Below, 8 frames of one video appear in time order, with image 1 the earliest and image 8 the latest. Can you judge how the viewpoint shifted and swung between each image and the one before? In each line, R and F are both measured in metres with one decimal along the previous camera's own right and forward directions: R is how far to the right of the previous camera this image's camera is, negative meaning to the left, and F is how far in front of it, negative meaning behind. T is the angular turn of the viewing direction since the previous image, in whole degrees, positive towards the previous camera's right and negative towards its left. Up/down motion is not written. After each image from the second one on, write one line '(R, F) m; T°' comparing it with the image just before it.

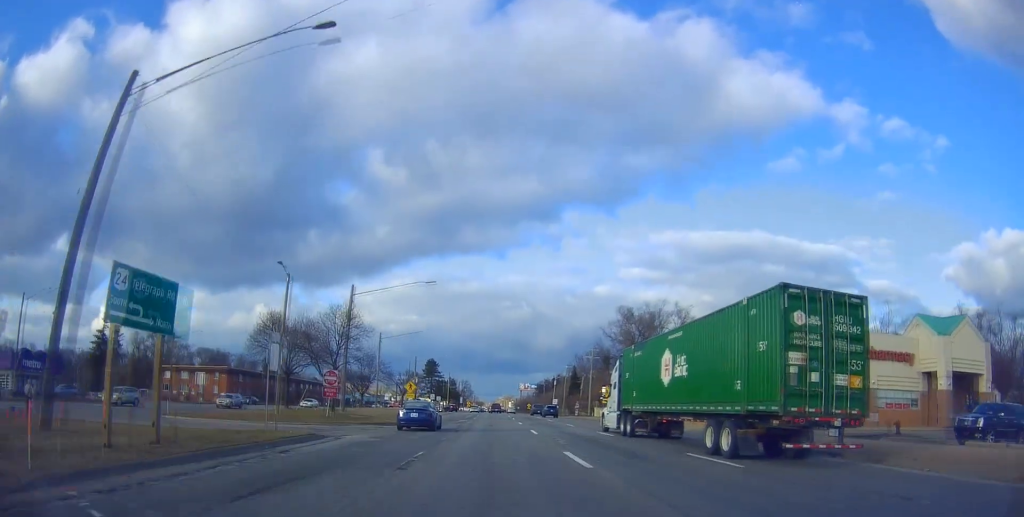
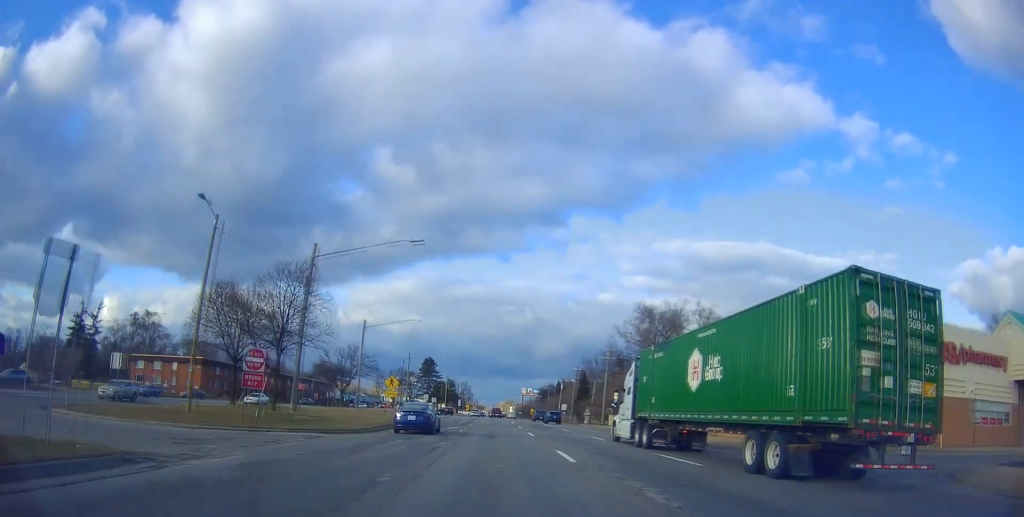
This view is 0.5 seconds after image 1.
(+0.1, +12.2) m; 0°
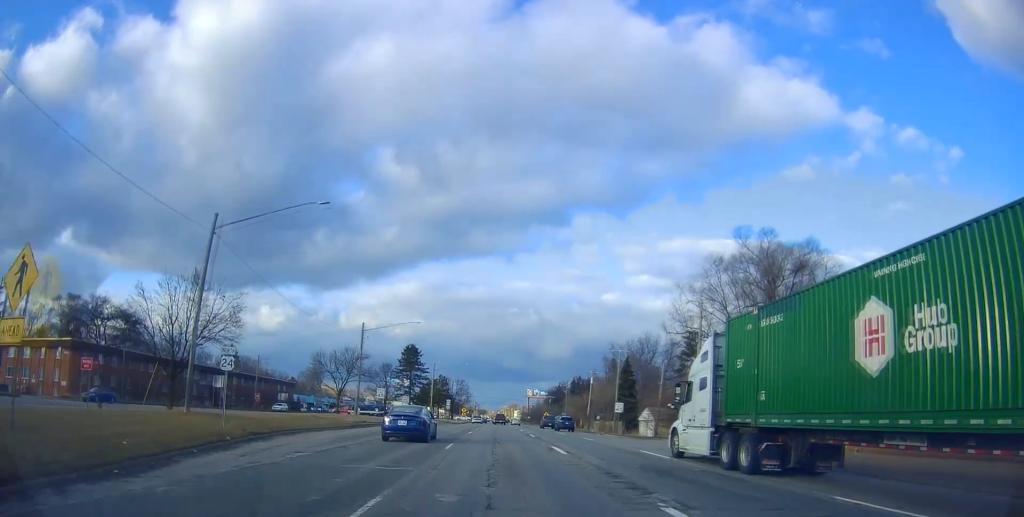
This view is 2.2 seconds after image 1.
(-0.7, +40.5) m; 0°
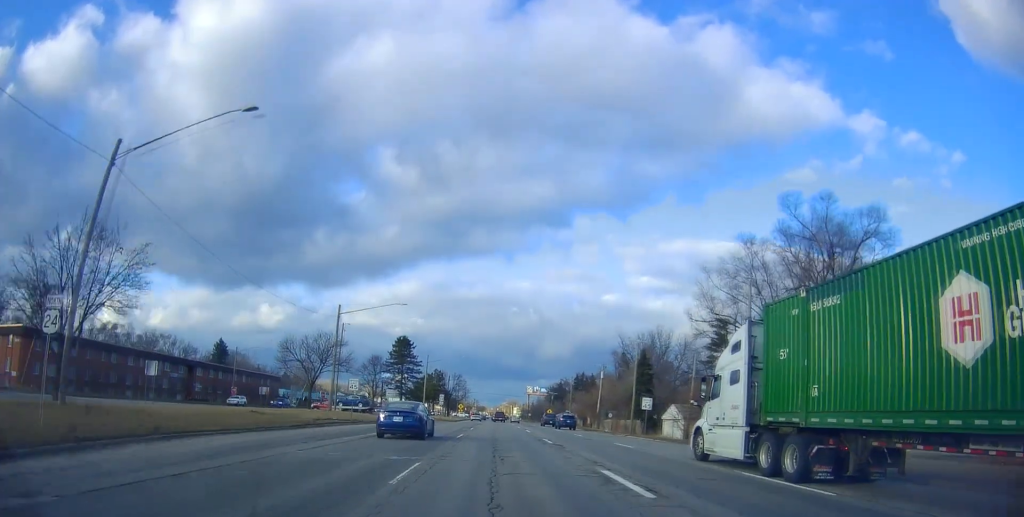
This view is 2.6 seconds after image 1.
(+0.3, +10.6) m; 0°
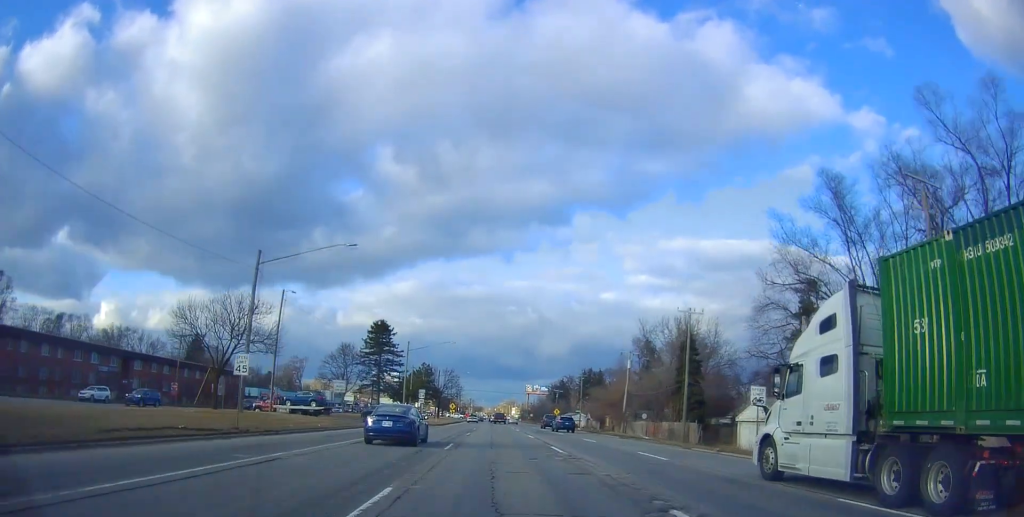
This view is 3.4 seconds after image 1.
(+0.2, +20.3) m; 0°
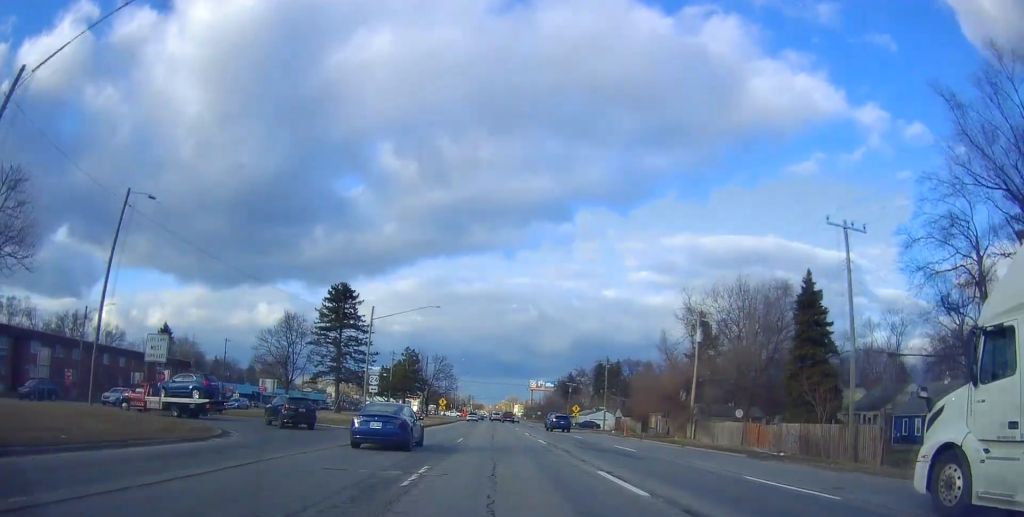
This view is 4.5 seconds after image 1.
(-0.1, +25.3) m; 0°
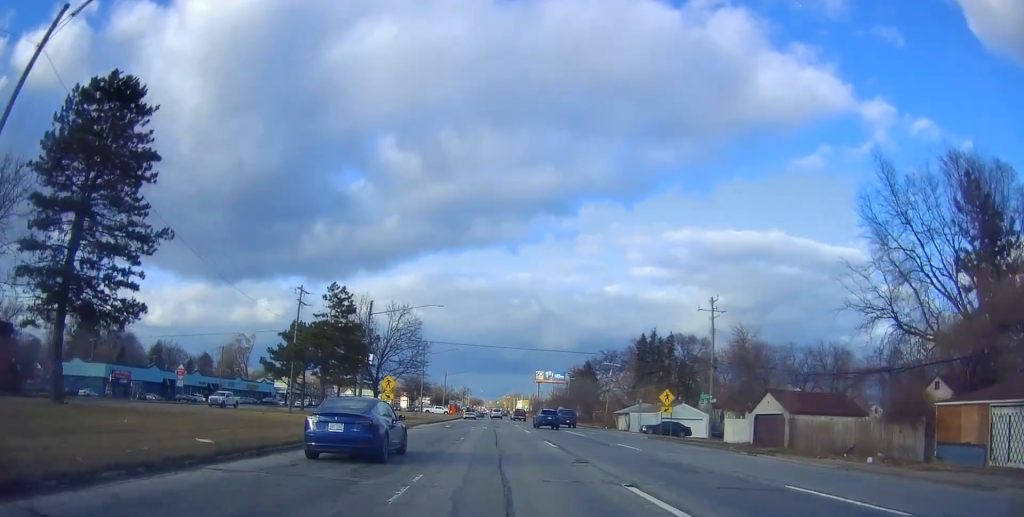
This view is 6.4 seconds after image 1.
(-0.5, +47.3) m; -1°
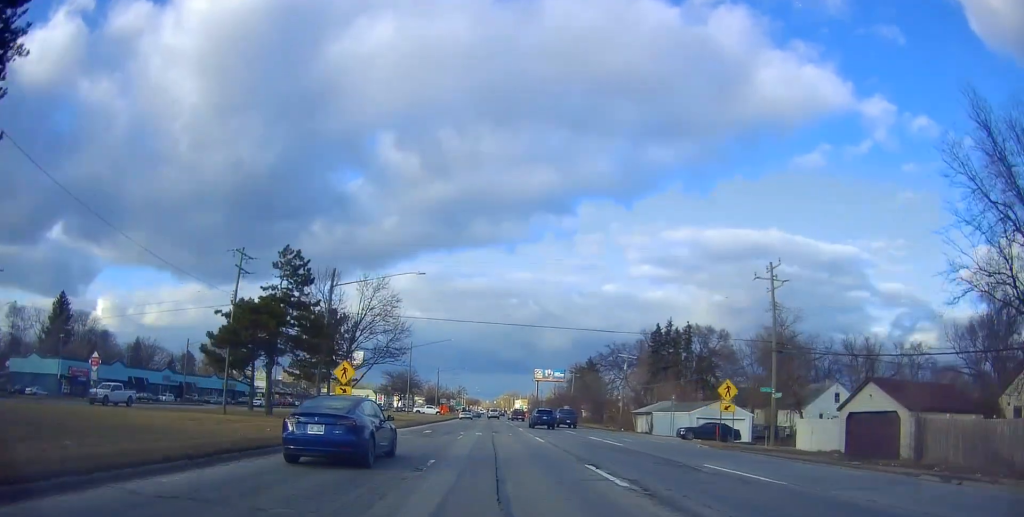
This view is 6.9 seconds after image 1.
(+0.4, +12.2) m; 0°
